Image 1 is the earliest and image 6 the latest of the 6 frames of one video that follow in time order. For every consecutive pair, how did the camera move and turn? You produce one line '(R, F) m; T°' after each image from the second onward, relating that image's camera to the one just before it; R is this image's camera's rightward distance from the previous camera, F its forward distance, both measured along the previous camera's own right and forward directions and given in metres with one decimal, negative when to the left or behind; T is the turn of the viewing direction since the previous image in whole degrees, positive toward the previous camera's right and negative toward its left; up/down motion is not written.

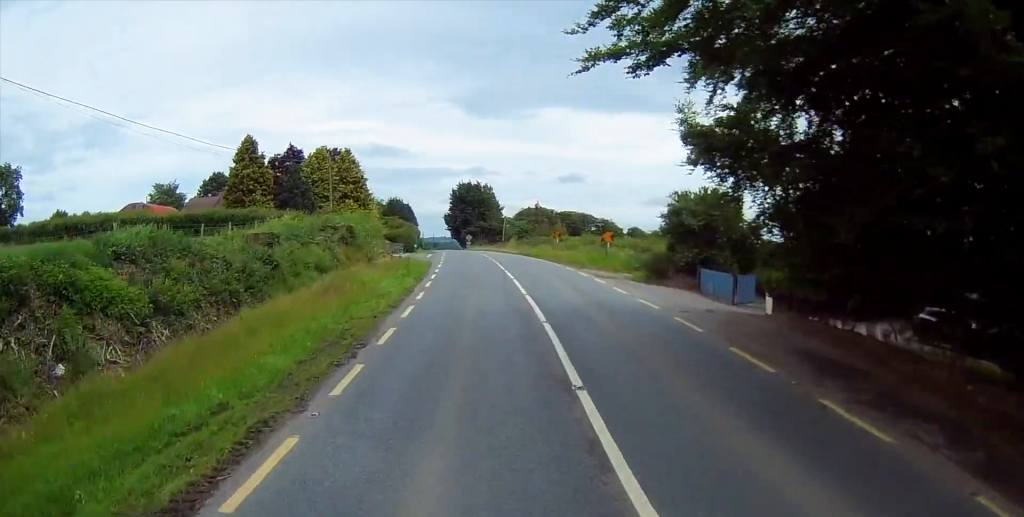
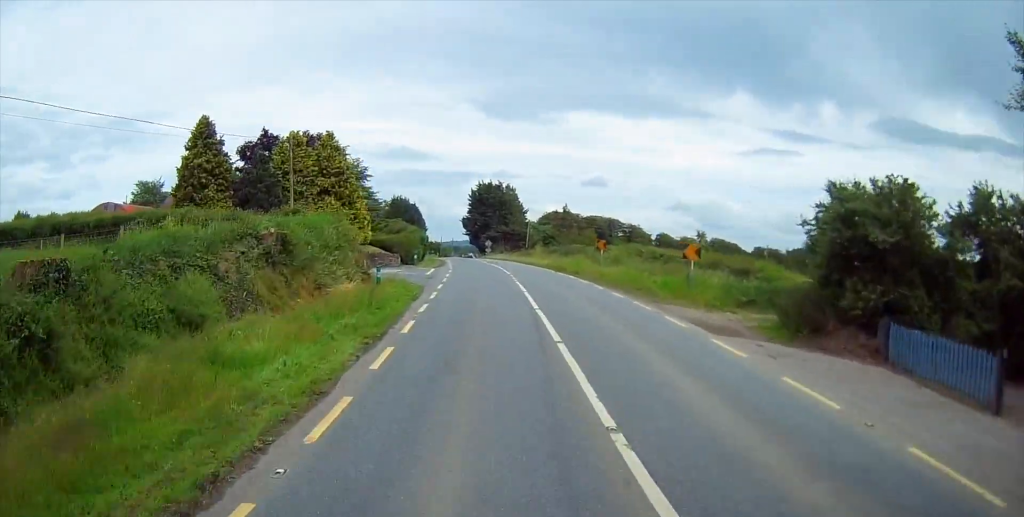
(-0.1, +13.7) m; -2°
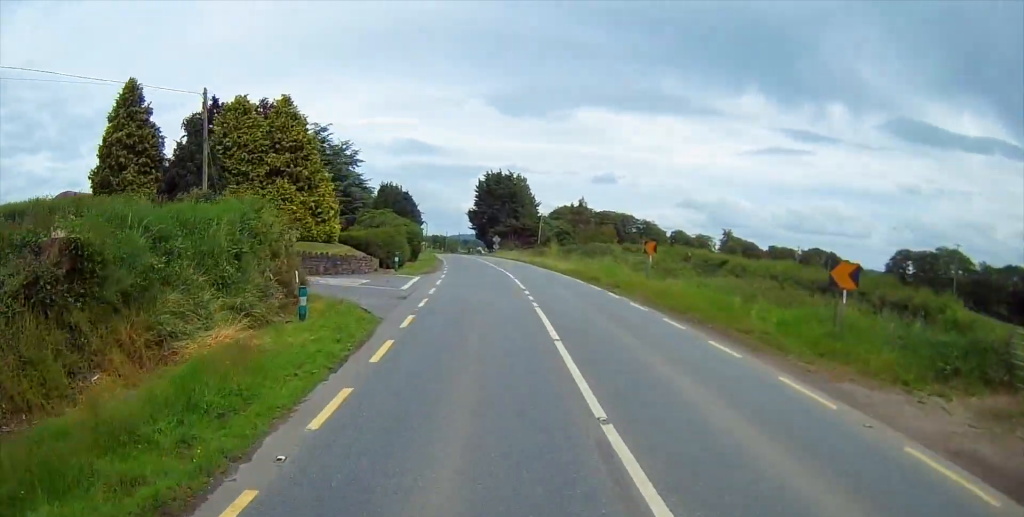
(+0.1, +11.7) m; -1°
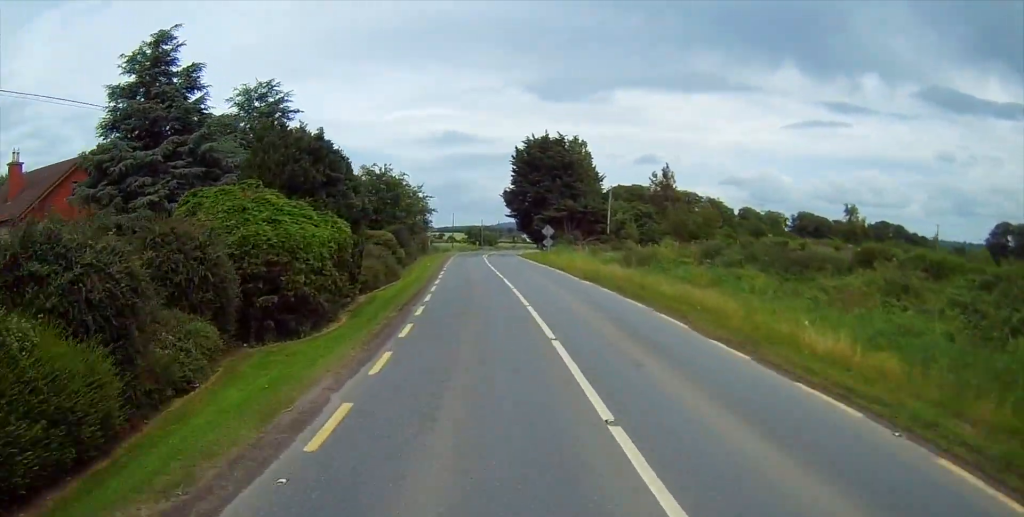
(-2.0, +36.6) m; -5°
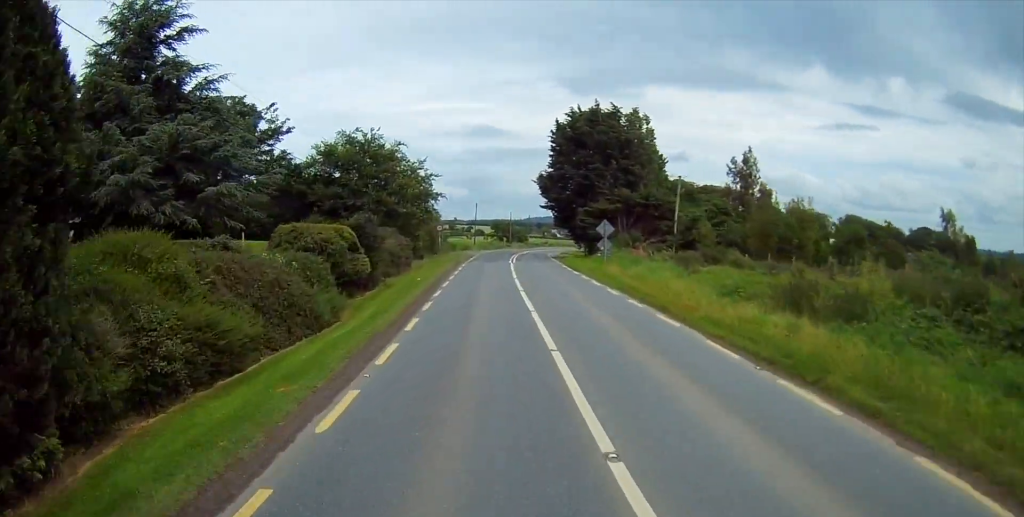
(-0.2, +19.7) m; -1°
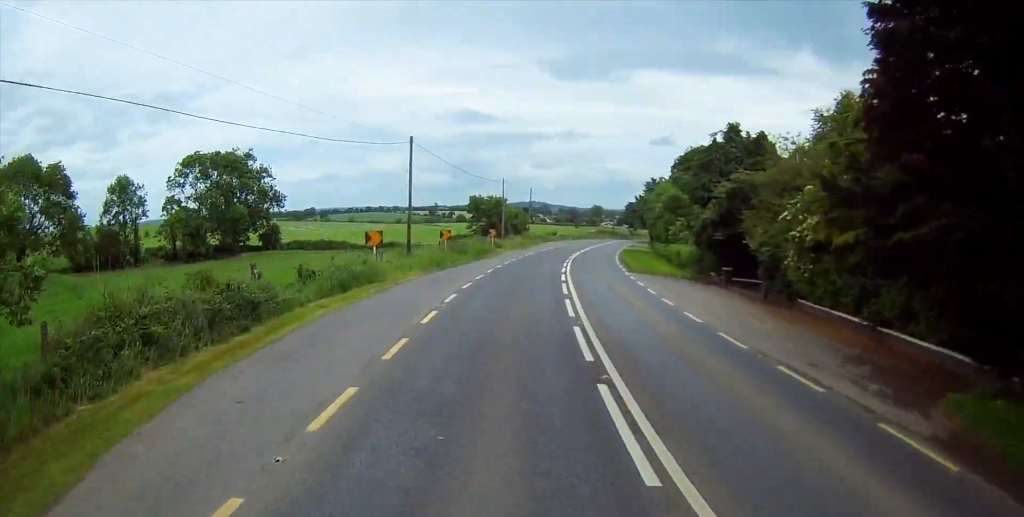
(-1.7, +66.7) m; -1°
